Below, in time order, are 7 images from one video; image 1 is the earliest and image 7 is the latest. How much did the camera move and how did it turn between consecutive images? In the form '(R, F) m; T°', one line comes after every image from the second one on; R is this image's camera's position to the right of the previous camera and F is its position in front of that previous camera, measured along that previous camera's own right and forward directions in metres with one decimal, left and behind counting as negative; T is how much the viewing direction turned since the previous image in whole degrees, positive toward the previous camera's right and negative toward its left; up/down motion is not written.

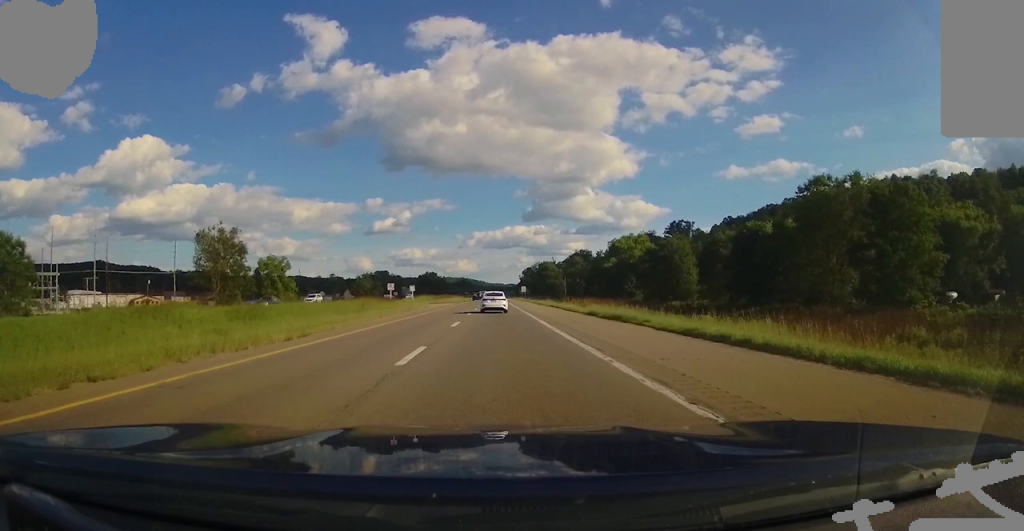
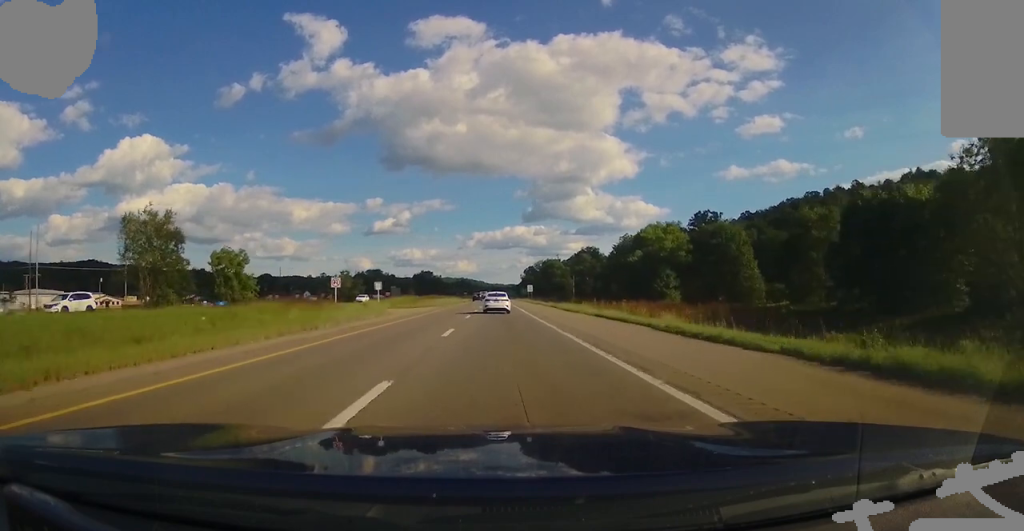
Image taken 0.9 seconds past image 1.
(-0.2, +29.4) m; 0°
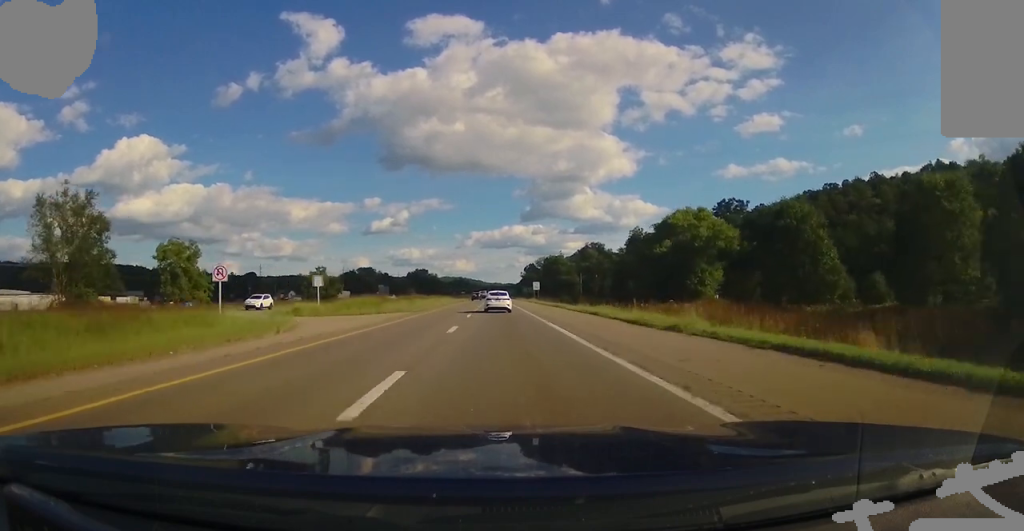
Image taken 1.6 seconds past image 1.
(+0.2, +23.8) m; +1°
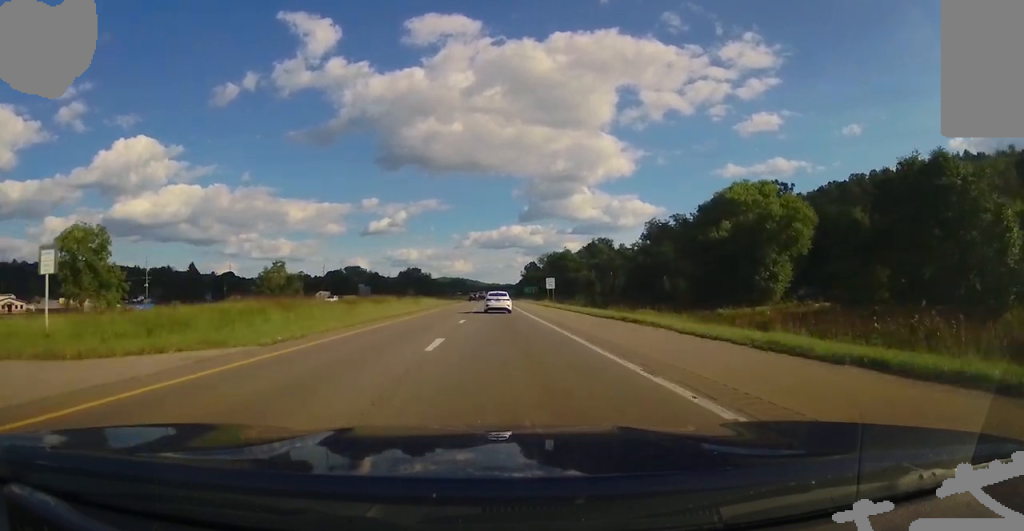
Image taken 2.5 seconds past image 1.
(+0.3, +30.5) m; 0°
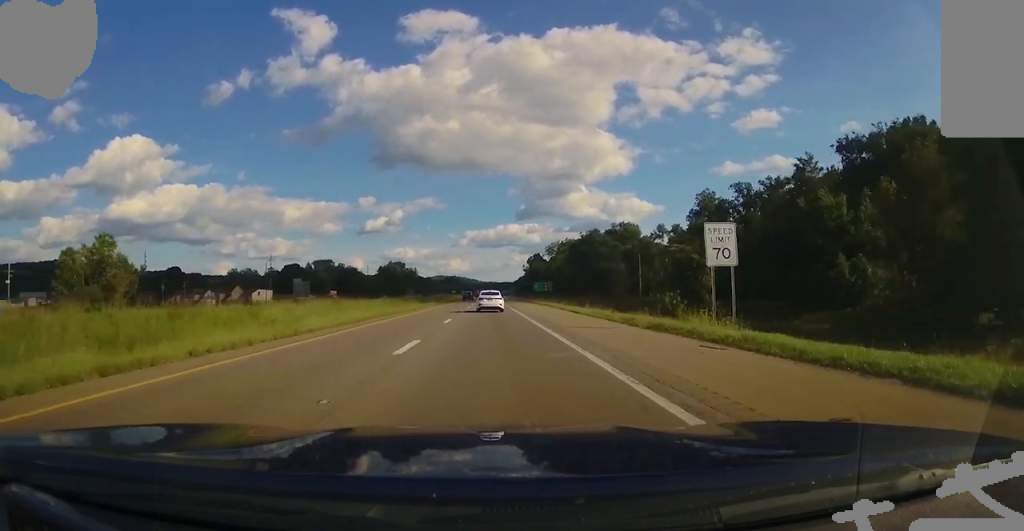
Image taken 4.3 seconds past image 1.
(-0.1, +61.7) m; 0°
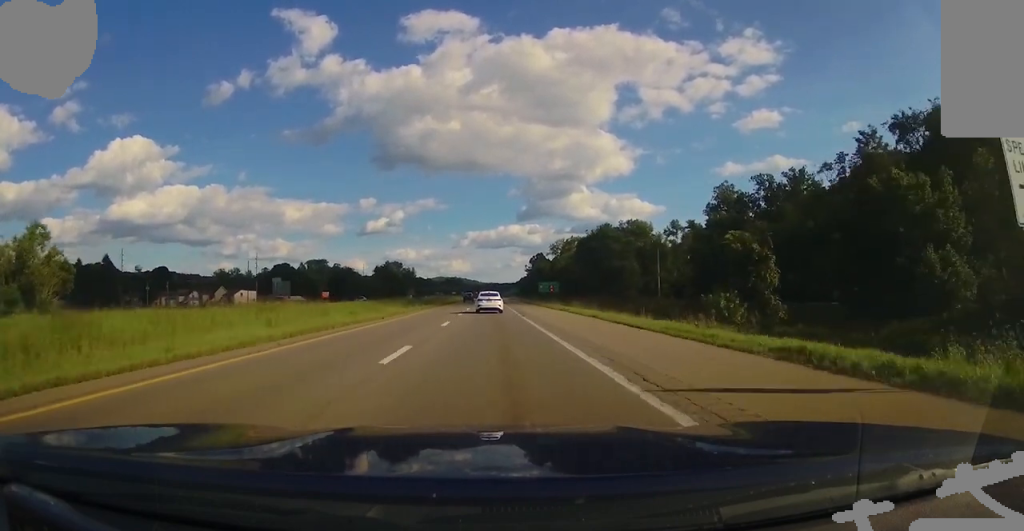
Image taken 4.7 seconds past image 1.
(+0.1, +13.4) m; 0°
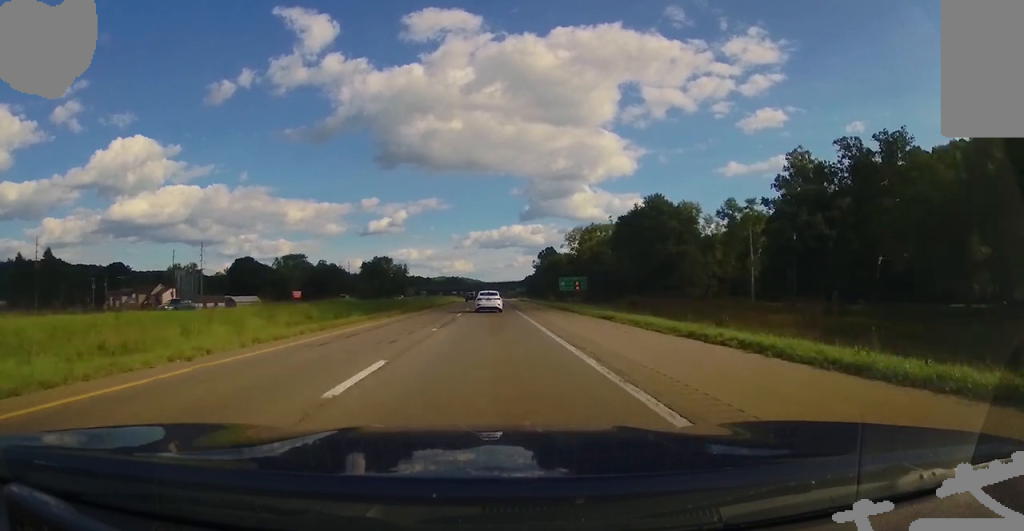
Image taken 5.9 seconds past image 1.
(-0.2, +40.6) m; 0°
